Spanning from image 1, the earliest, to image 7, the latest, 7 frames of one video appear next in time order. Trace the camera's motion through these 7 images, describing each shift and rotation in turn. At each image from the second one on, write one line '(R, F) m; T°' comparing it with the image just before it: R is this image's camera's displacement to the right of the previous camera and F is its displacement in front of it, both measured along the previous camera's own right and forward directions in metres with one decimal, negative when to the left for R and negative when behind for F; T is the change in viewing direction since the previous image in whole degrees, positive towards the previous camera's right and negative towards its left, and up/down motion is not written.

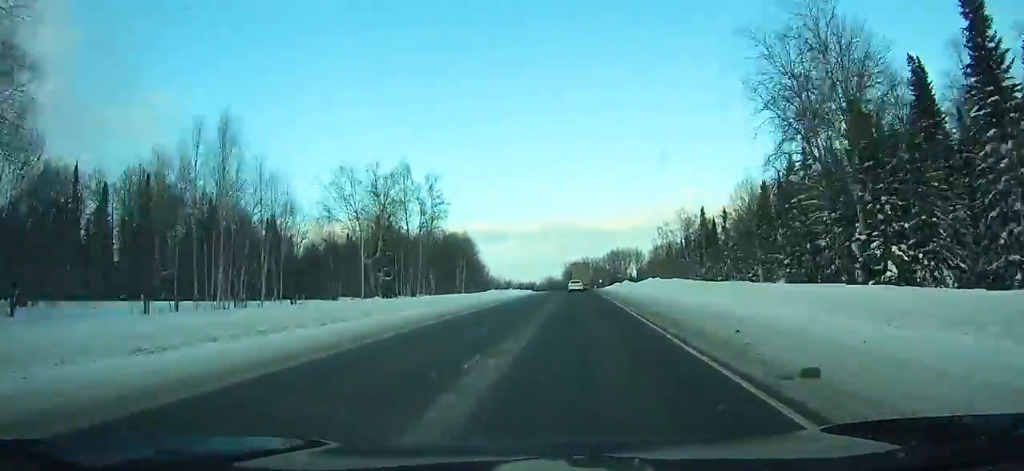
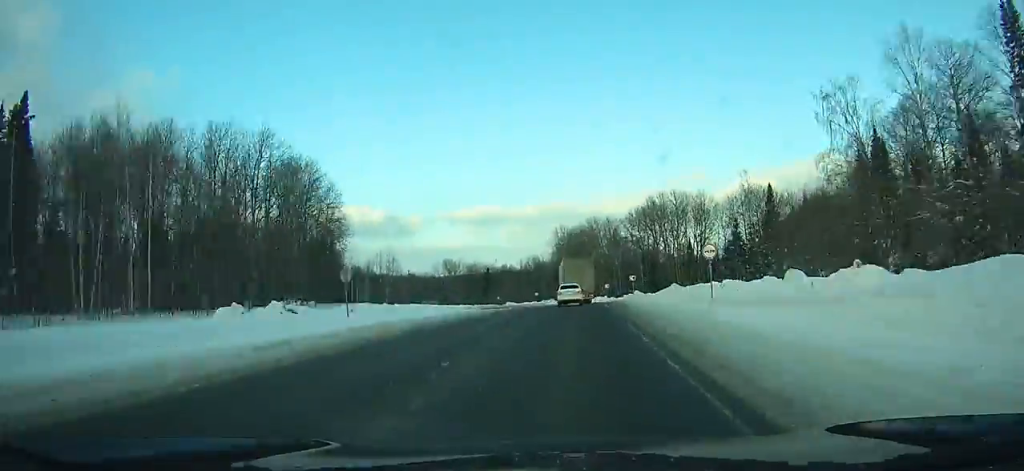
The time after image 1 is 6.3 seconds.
(-2.6, +140.4) m; -3°
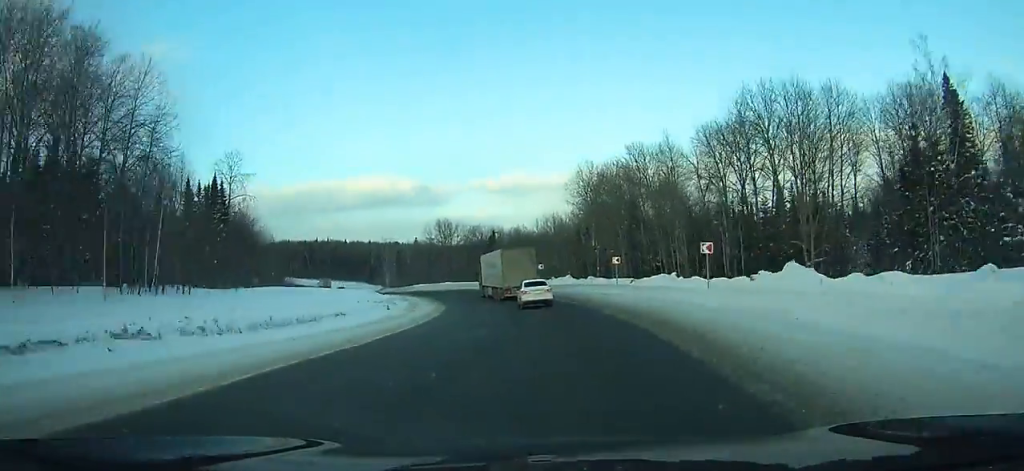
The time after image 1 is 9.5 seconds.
(-1.4, +63.8) m; -5°
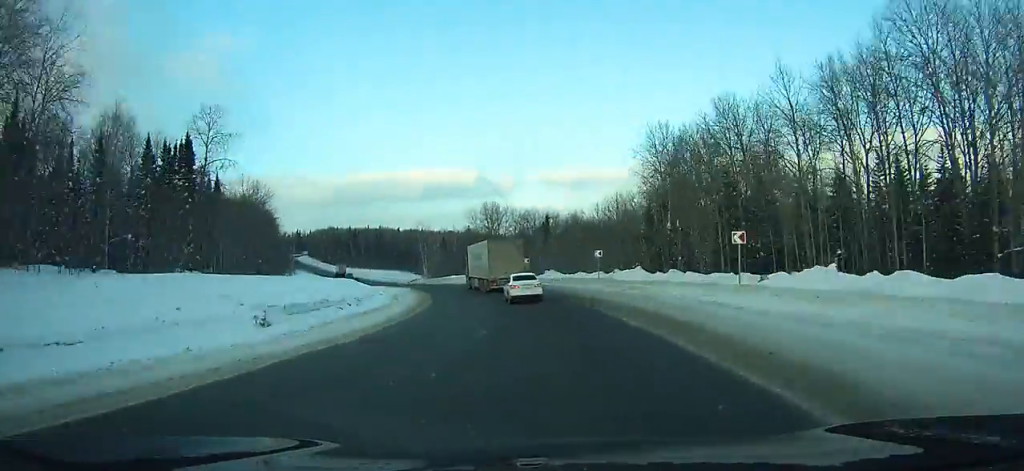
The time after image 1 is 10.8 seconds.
(+0.6, +25.3) m; -3°
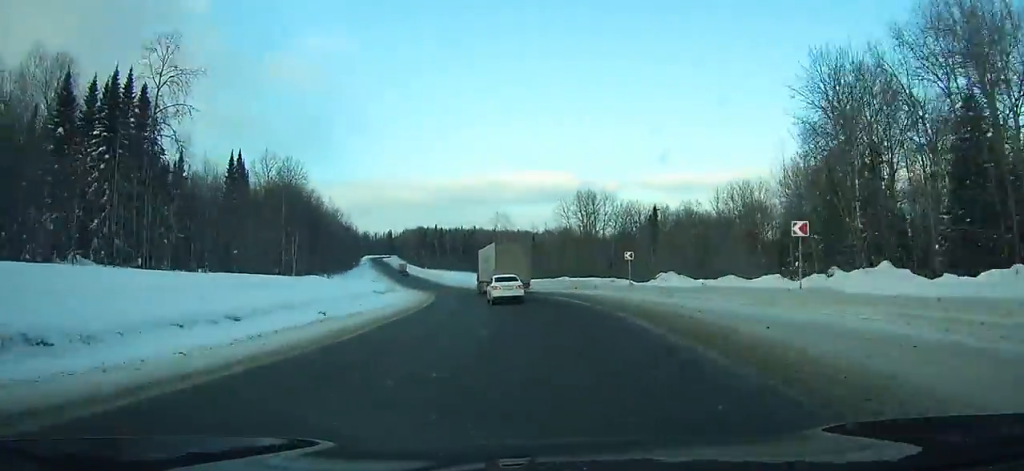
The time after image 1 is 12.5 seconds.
(-2.6, +32.4) m; -8°
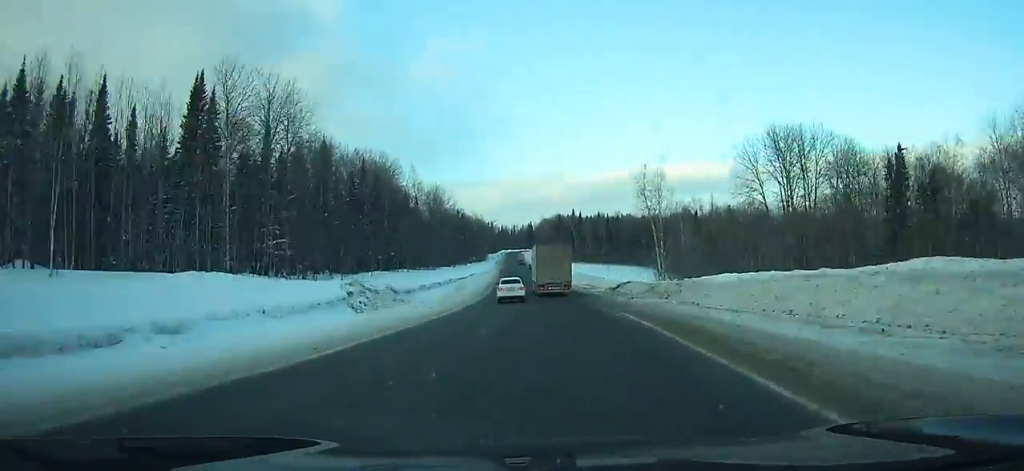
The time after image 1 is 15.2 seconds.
(-5.8, +51.0) m; -11°
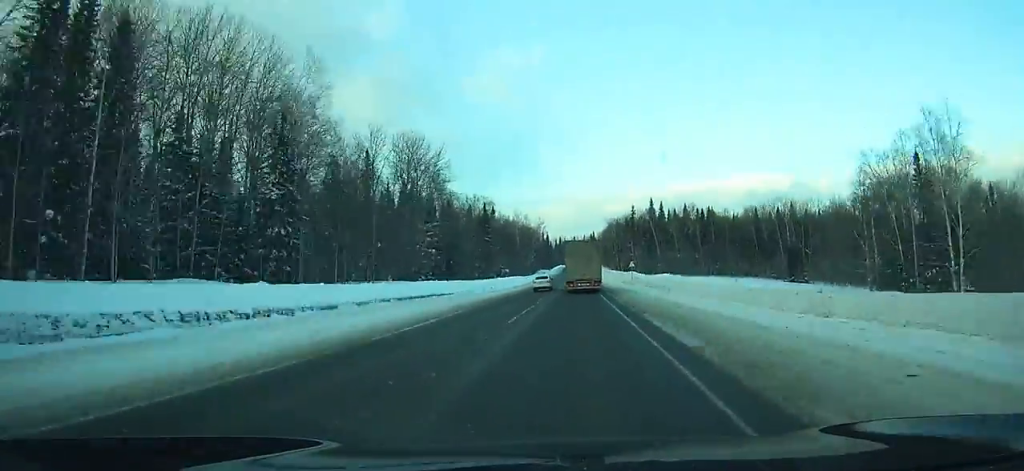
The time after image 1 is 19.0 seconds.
(-8.2, +73.6) m; -9°
